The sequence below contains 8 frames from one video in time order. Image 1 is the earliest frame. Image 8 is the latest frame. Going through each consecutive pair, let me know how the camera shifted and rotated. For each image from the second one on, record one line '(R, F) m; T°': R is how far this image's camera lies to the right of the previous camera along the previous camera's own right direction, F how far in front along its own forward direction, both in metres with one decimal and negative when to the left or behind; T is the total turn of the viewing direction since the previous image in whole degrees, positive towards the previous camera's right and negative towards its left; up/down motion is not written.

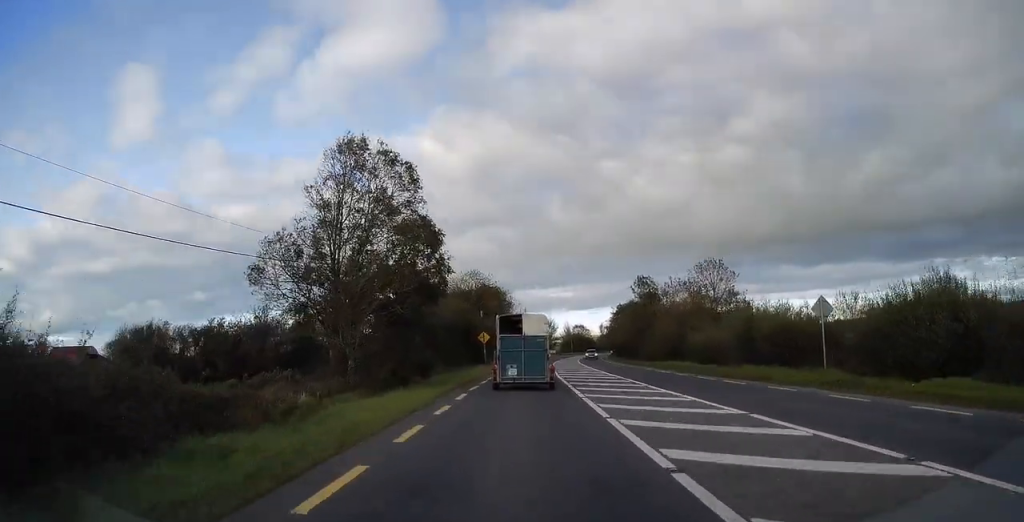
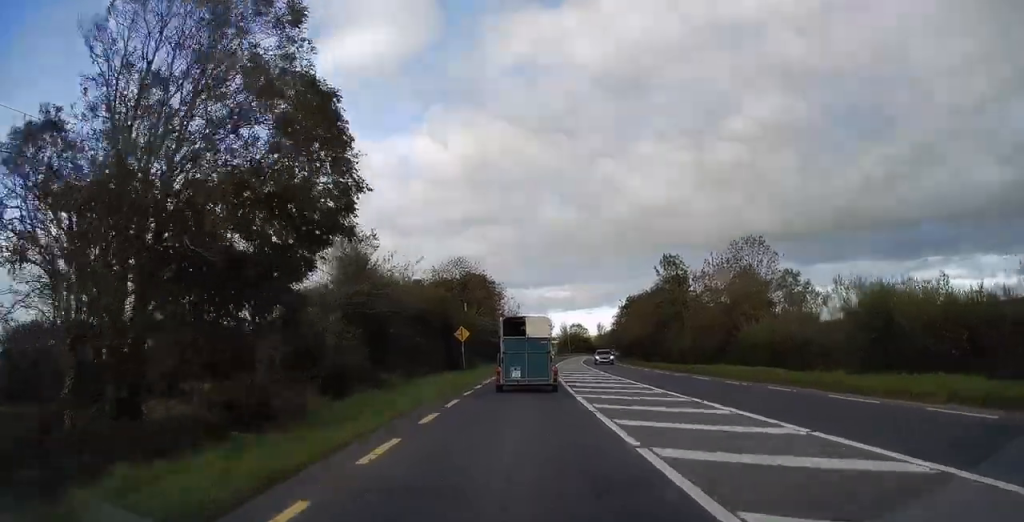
(-0.1, +13.1) m; 0°
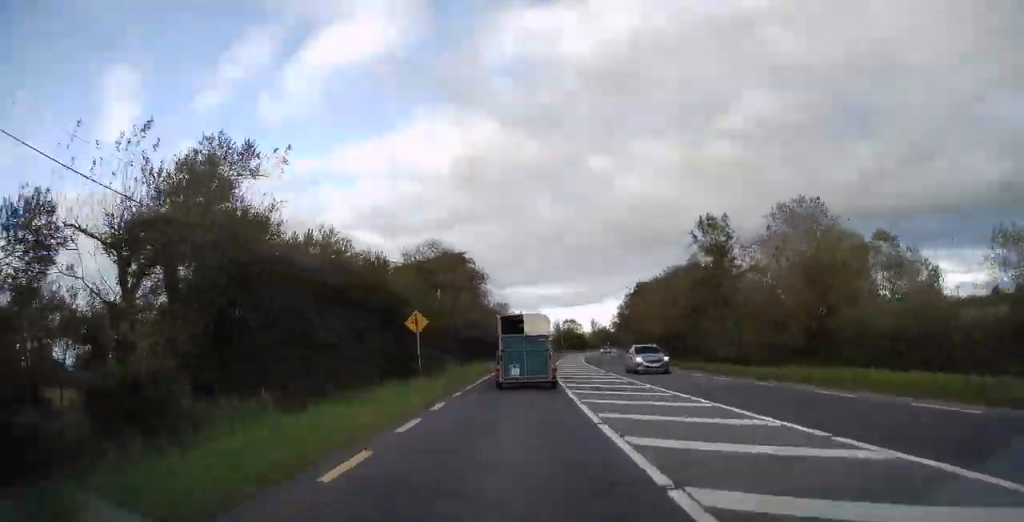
(+0.1, +12.6) m; 0°
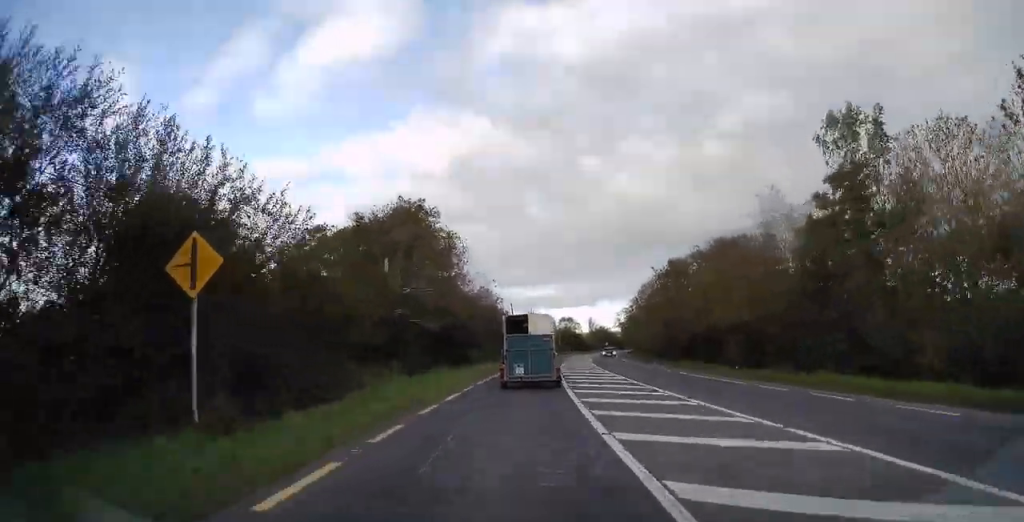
(0.0, +16.5) m; 0°
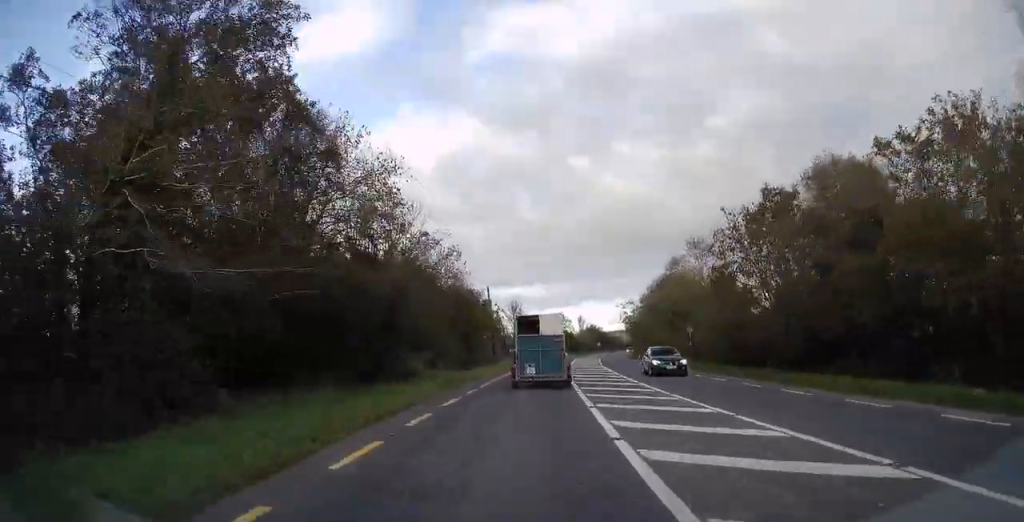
(-0.1, +21.1) m; 0°
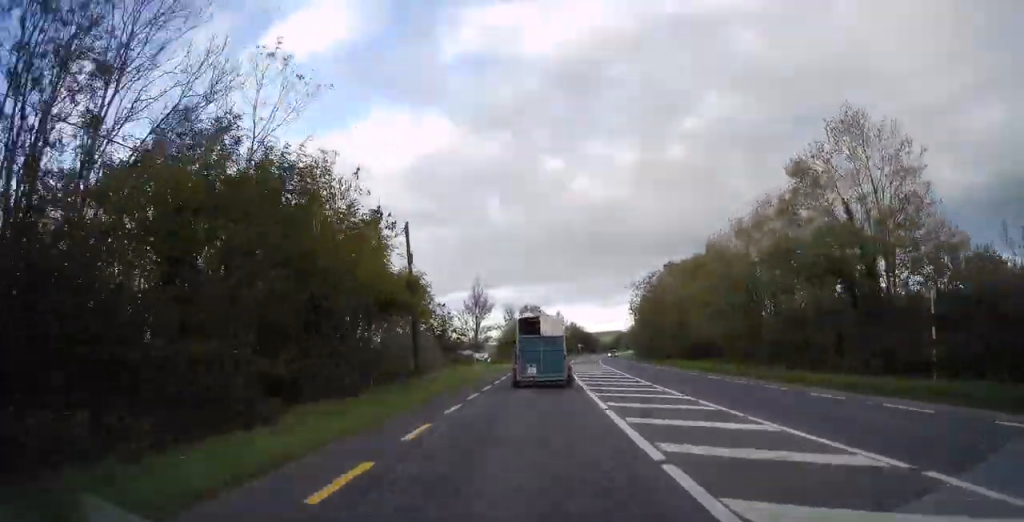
(+0.1, +29.1) m; +1°
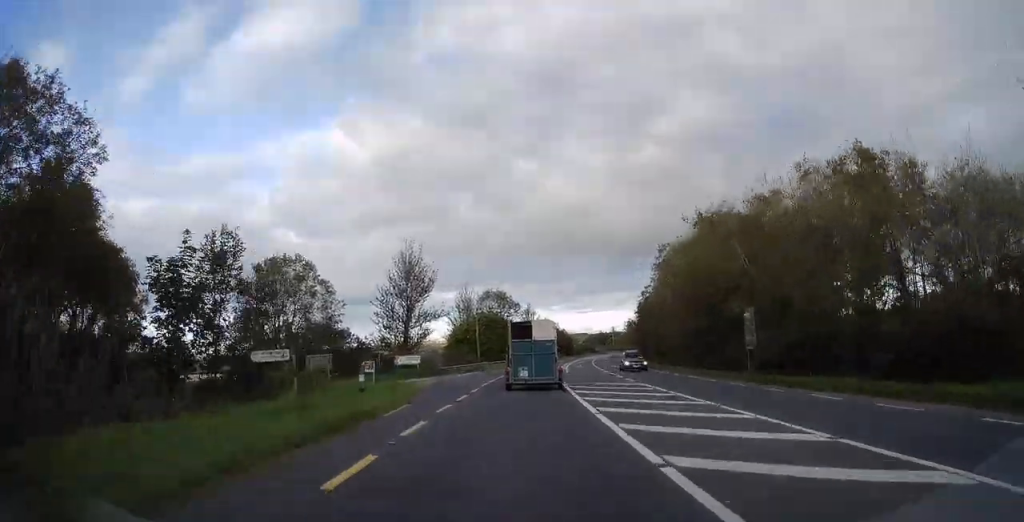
(+0.8, +31.2) m; +3°
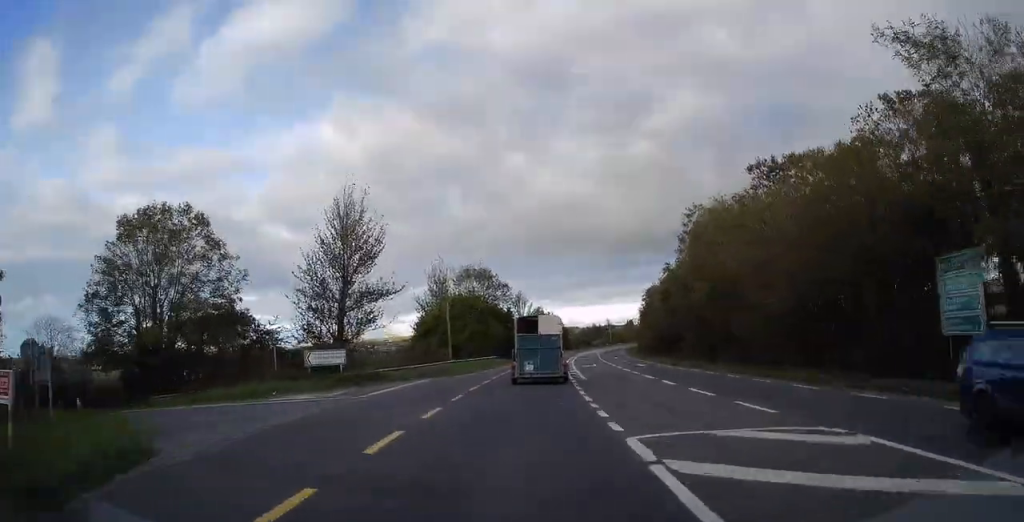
(+0.3, +17.9) m; +2°
